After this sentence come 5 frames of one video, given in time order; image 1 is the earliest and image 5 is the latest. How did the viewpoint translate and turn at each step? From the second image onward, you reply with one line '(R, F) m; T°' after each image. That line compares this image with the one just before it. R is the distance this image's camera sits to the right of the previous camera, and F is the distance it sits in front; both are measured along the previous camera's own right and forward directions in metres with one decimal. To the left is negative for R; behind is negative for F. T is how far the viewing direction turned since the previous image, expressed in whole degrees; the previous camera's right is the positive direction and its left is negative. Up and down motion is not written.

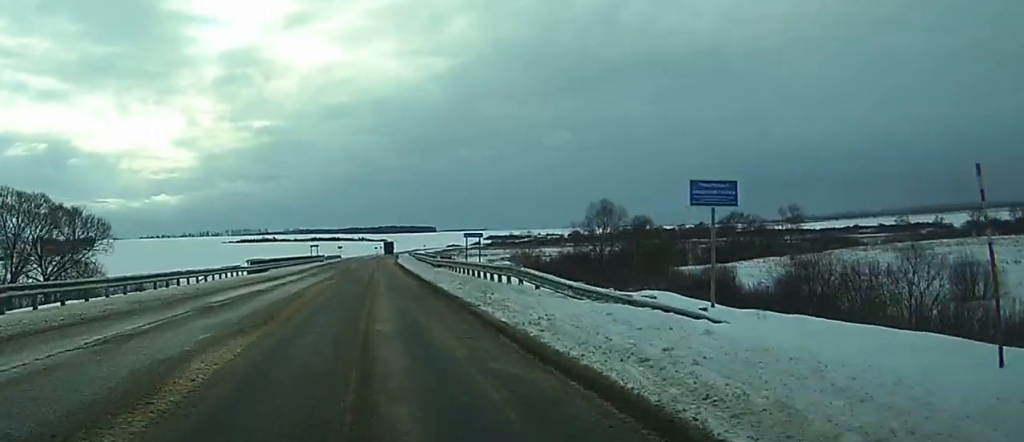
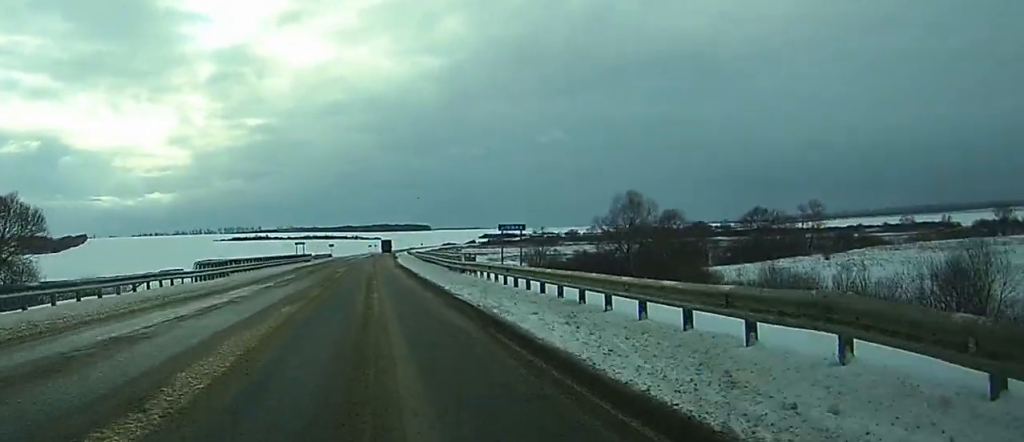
(+0.1, +16.9) m; 0°
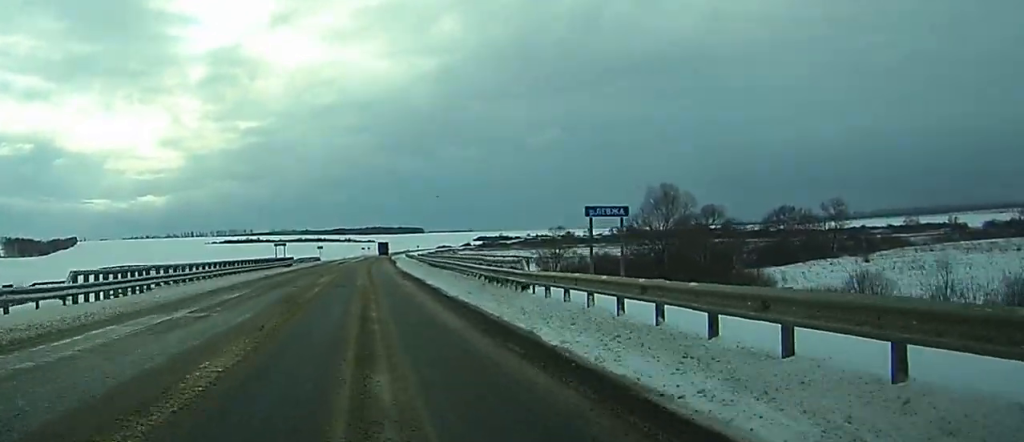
(+0.1, +17.0) m; 0°
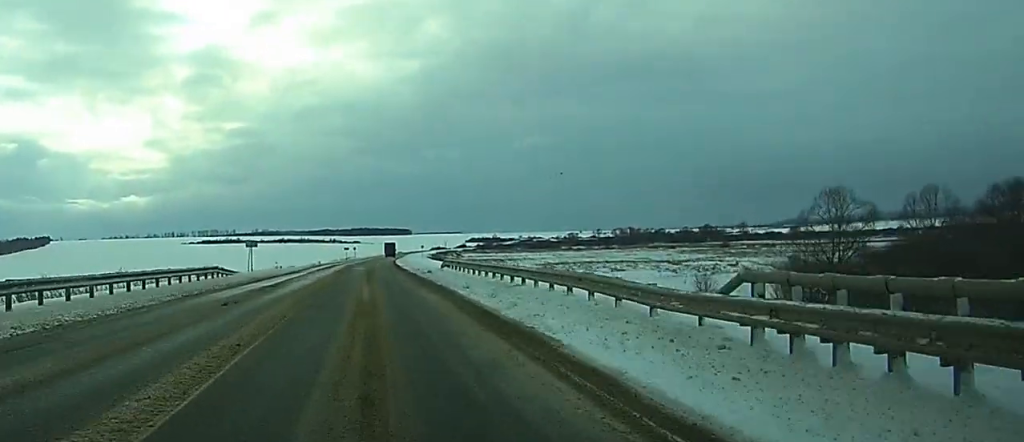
(+1.0, +77.6) m; +1°
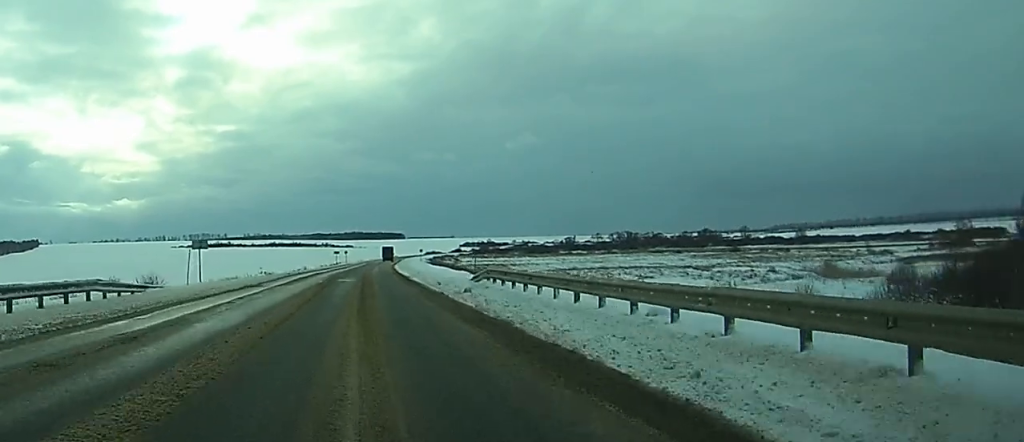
(+0.1, +19.9) m; +1°
